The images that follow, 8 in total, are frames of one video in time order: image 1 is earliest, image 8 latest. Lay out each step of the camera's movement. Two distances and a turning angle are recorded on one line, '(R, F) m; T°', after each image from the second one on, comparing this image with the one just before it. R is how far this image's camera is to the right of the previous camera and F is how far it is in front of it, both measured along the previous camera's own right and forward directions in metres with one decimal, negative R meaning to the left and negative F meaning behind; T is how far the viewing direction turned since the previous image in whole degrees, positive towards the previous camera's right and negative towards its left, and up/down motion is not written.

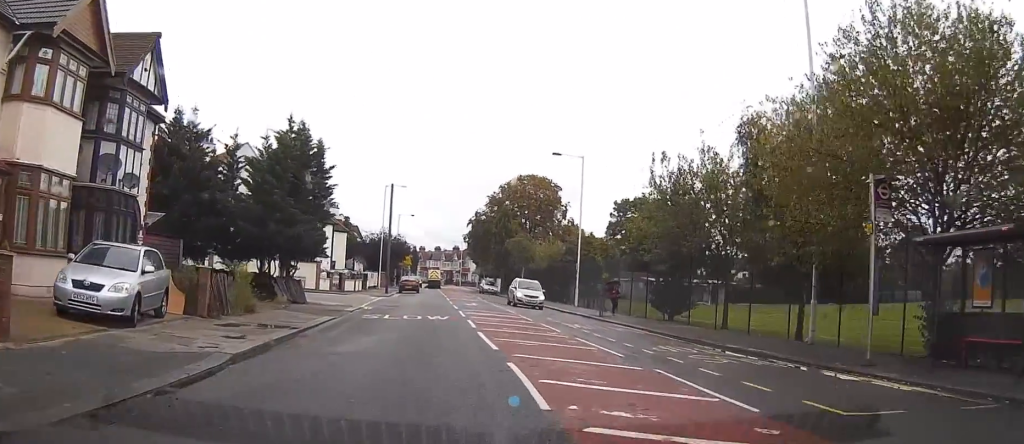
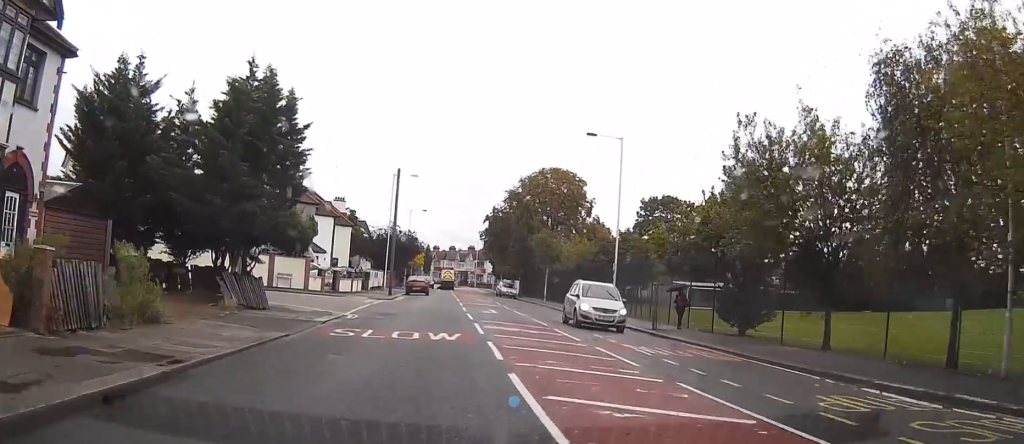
(-0.5, +8.0) m; -4°
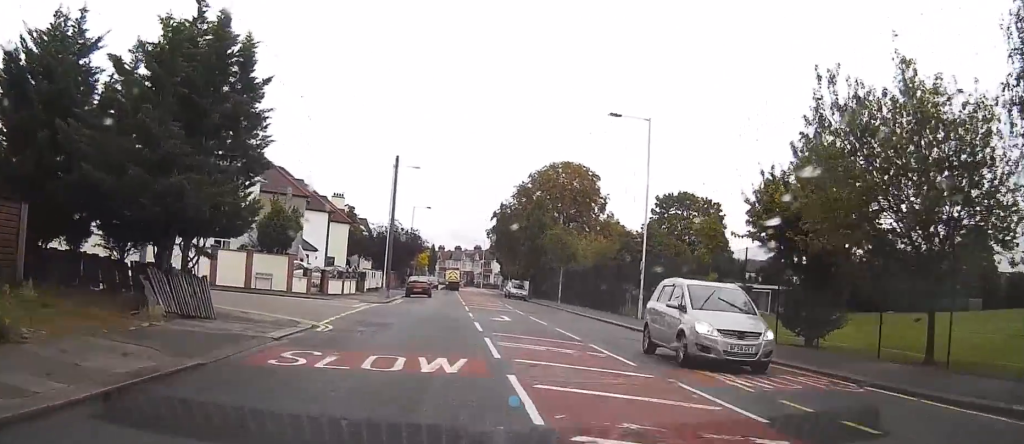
(-0.1, +5.5) m; -1°
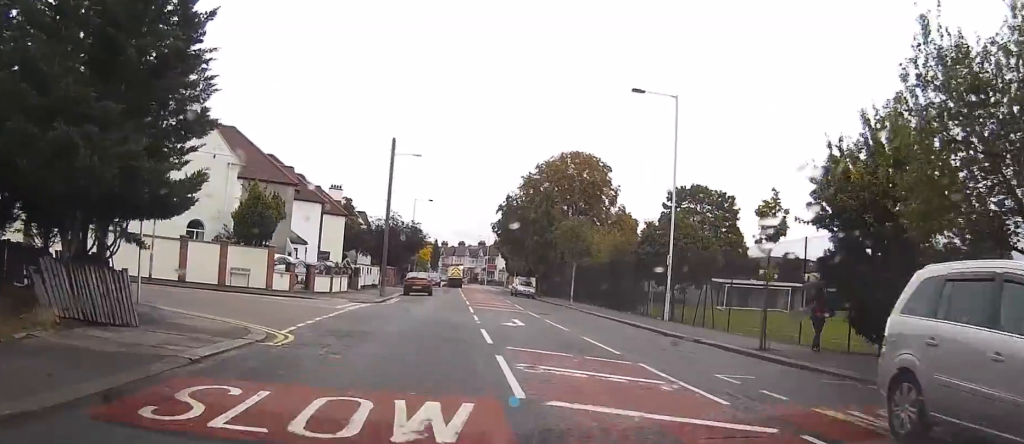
(0.0, +4.5) m; 0°
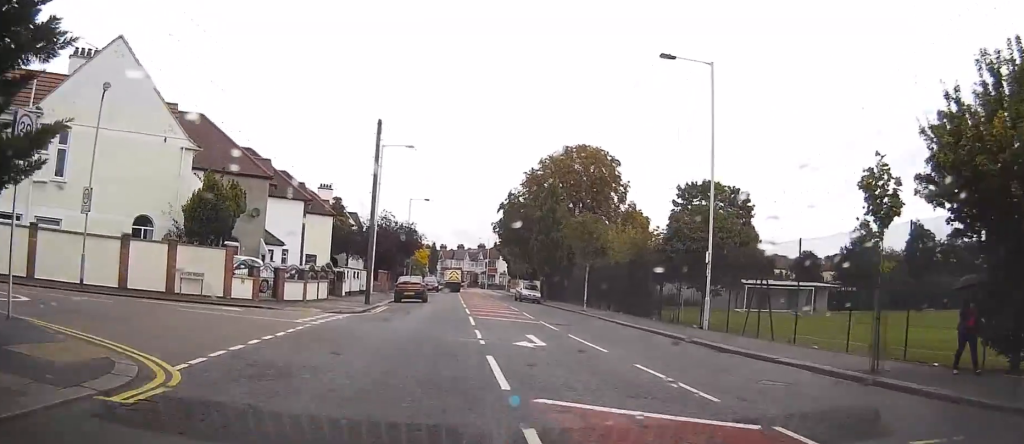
(0.0, +5.8) m; 0°
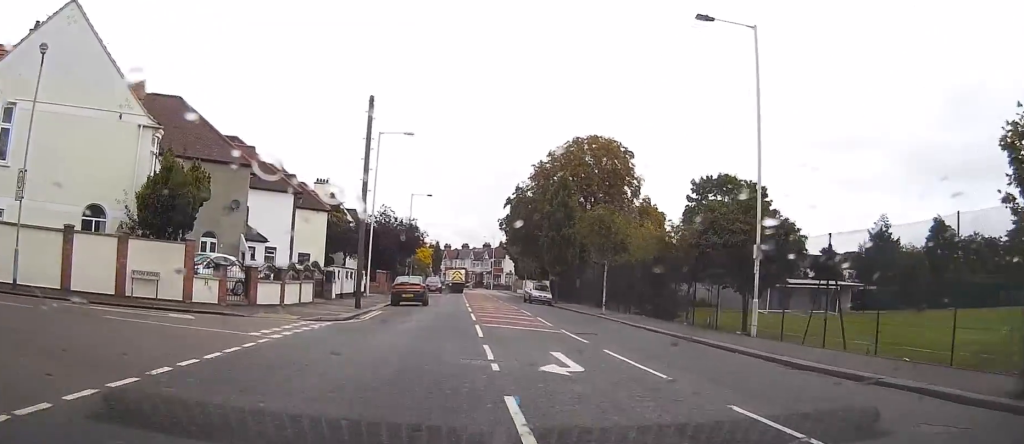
(0.0, +4.5) m; 0°
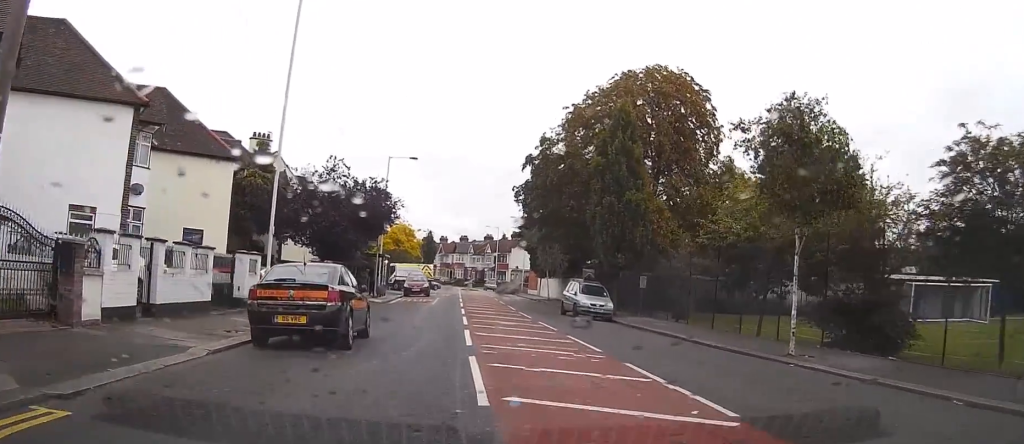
(0.0, +24.3) m; 0°
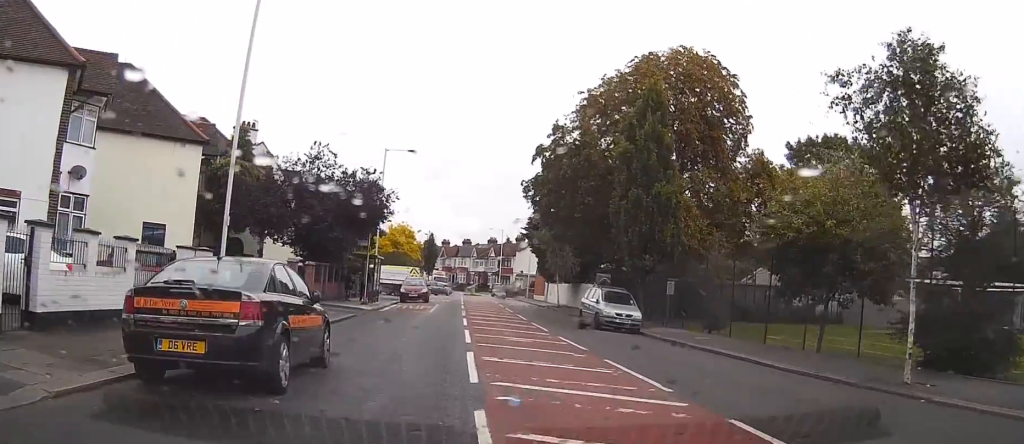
(0.0, +5.2) m; 0°
